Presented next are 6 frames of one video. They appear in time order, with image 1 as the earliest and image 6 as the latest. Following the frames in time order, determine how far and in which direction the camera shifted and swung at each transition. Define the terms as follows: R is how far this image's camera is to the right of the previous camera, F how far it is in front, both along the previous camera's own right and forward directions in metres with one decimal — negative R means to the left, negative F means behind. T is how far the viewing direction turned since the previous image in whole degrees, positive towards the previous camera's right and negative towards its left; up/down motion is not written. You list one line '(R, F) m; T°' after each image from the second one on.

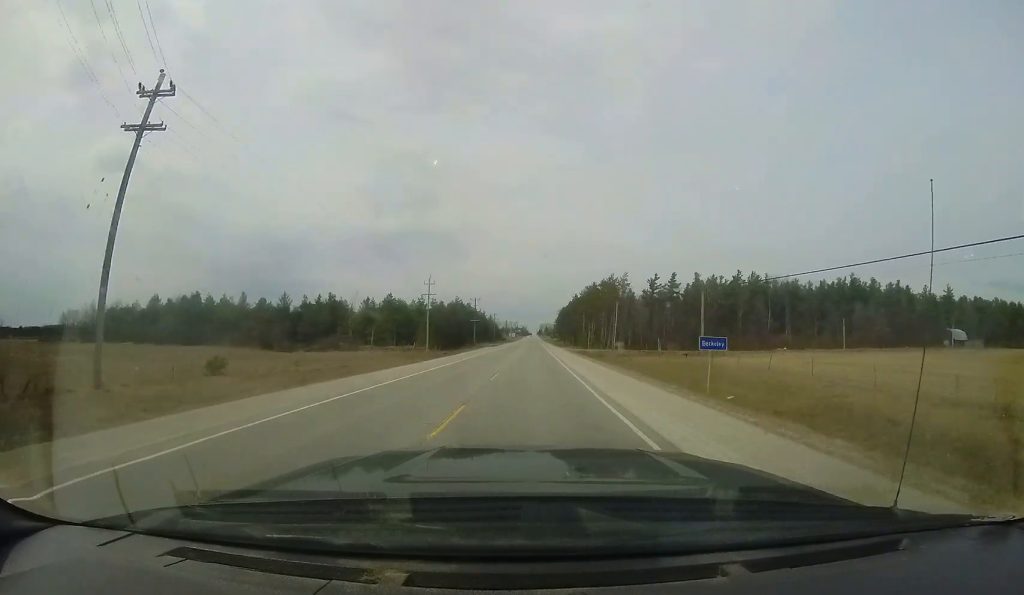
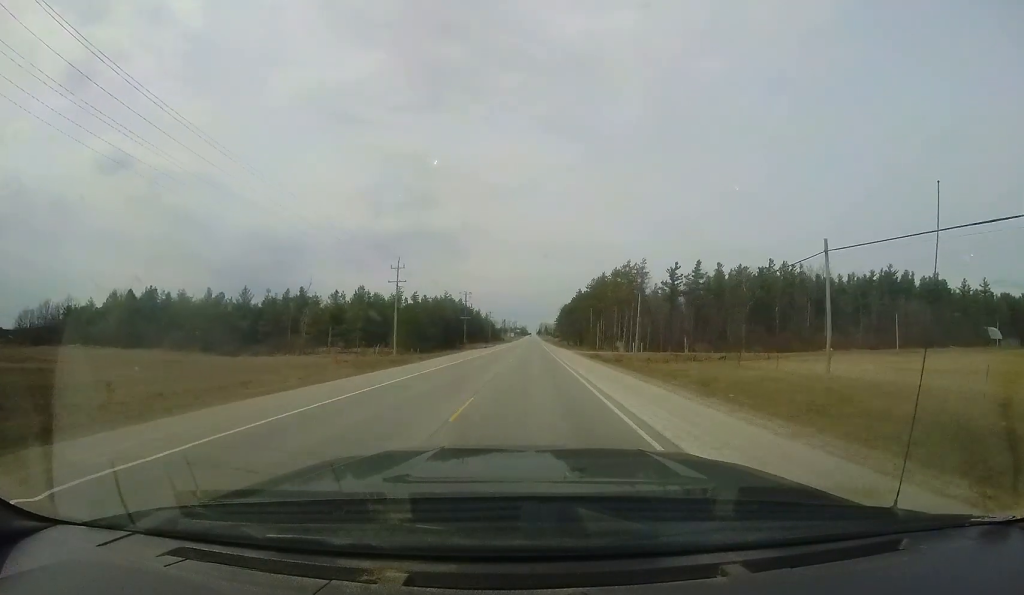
(-0.4, +15.6) m; 0°
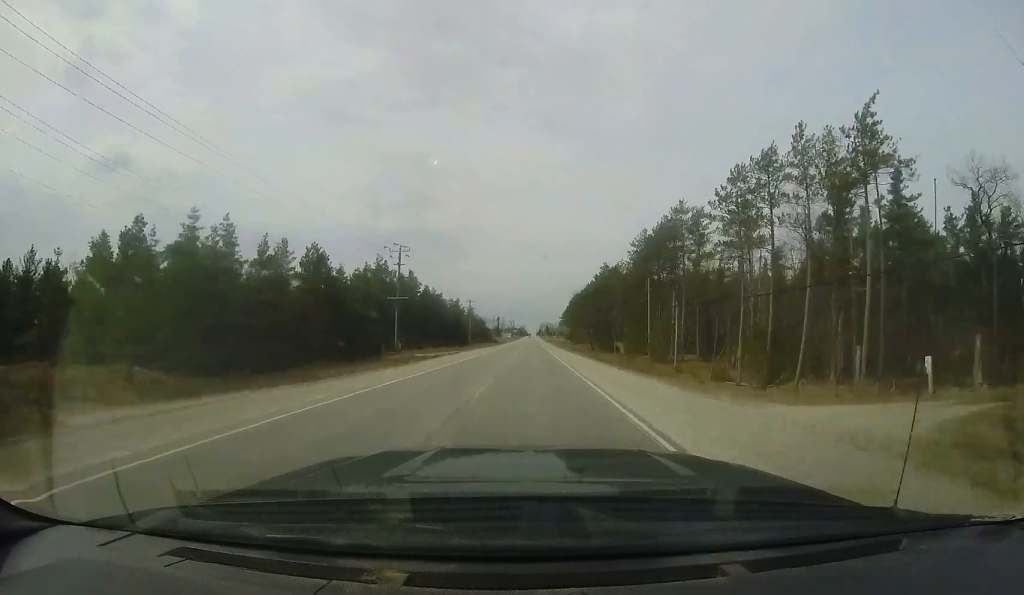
(+0.7, +51.5) m; +1°
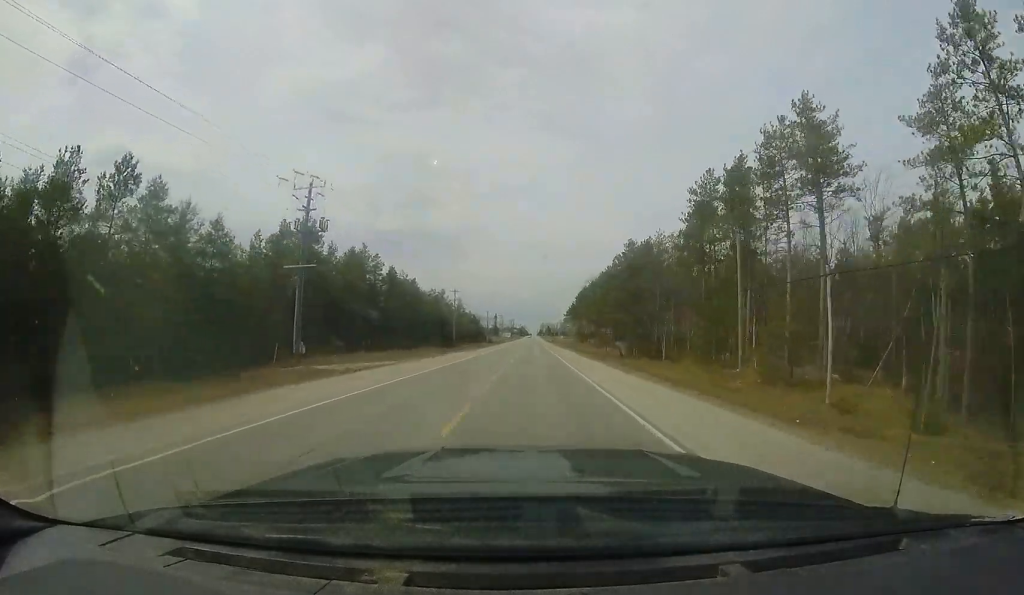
(+0.1, +22.8) m; 0°
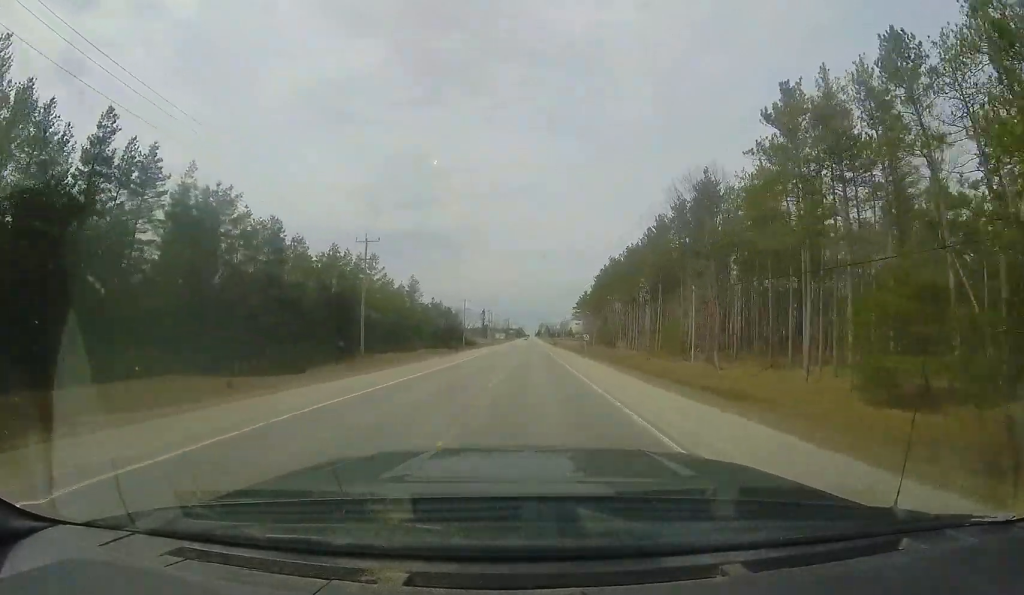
(-0.1, +47.1) m; -1°
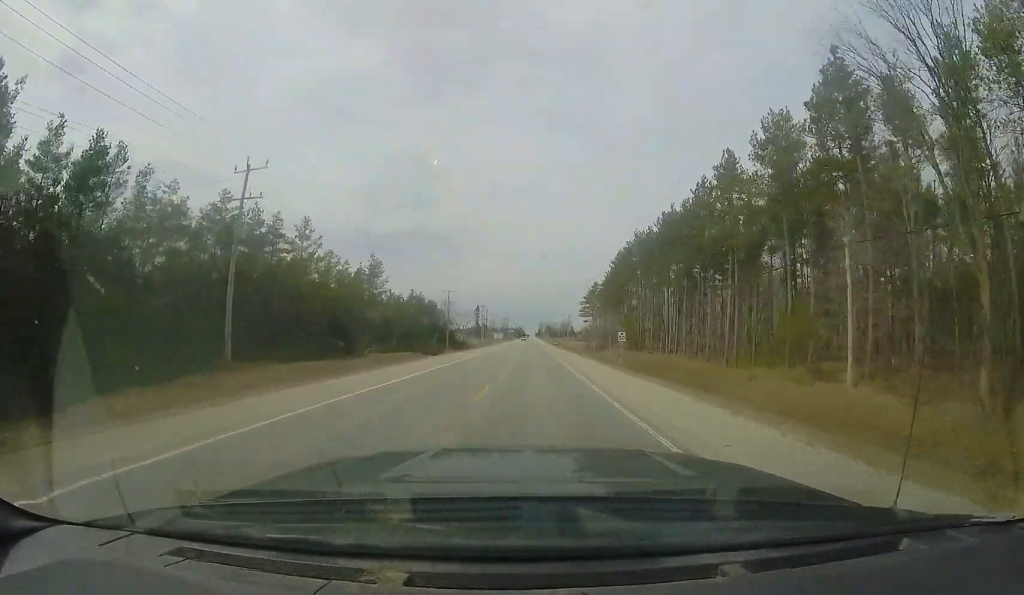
(-0.3, +19.7) m; 0°
